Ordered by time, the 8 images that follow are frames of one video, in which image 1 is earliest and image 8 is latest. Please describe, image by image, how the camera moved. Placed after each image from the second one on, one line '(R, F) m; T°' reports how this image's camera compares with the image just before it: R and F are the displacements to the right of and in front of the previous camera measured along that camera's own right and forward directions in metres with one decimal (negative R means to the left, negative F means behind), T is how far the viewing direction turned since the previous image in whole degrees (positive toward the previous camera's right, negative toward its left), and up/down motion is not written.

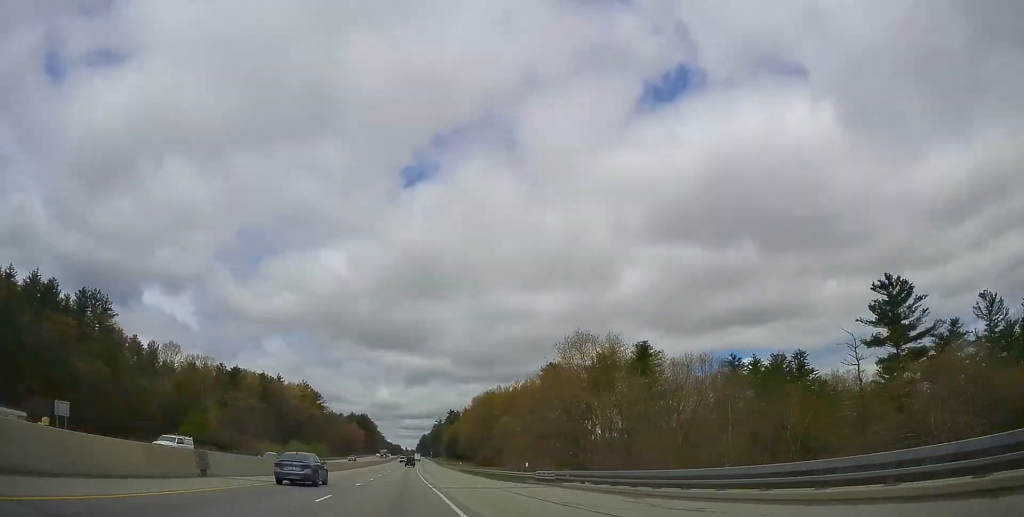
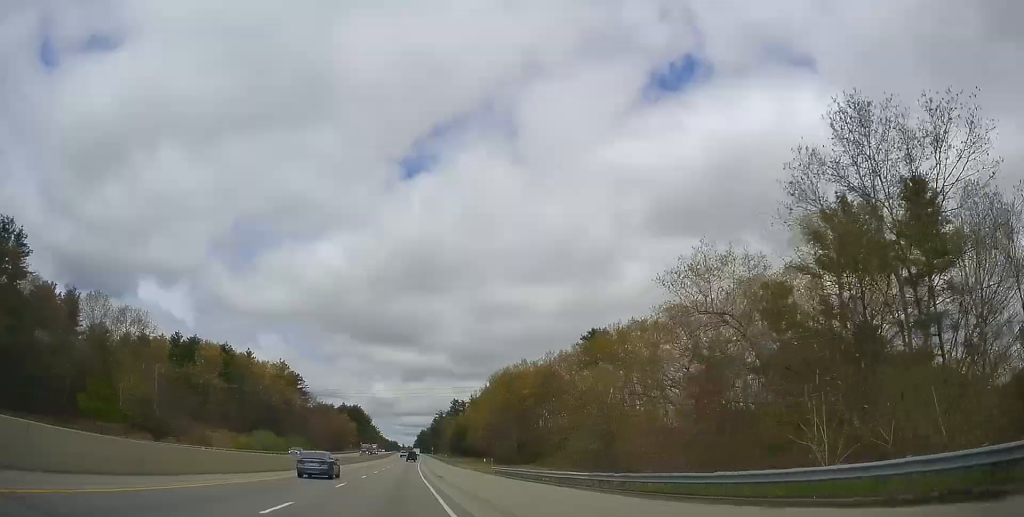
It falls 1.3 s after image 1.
(+0.1, +40.9) m; 0°
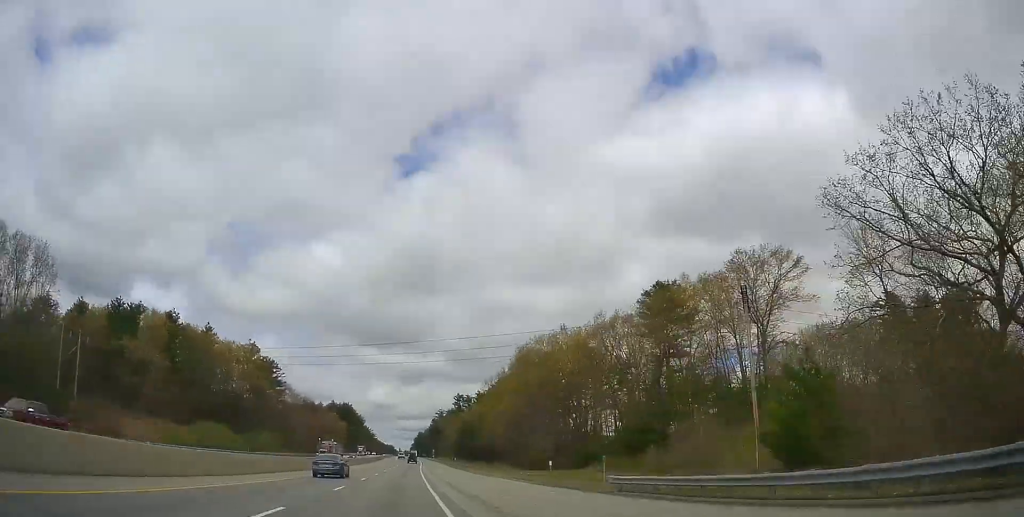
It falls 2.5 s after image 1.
(-0.3, +36.8) m; +1°
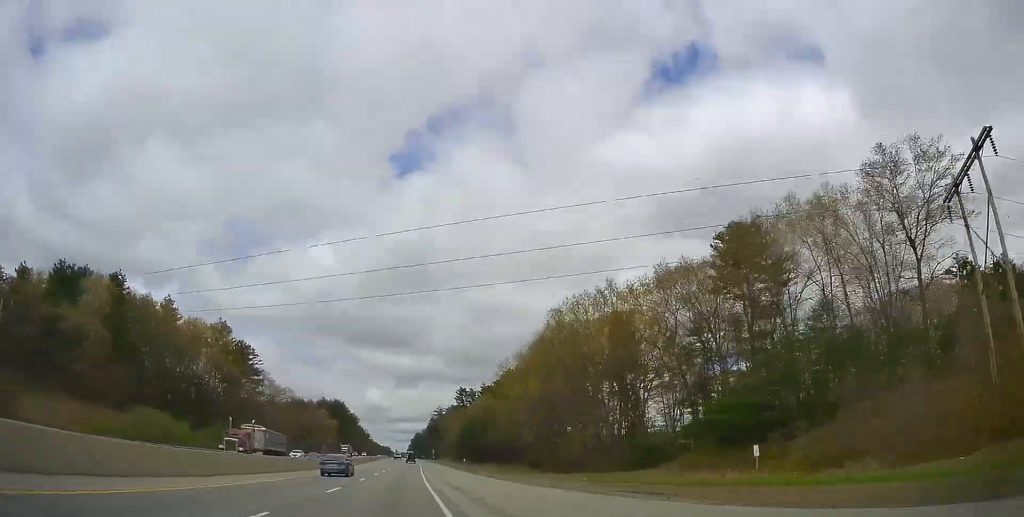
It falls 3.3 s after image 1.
(+0.8, +25.4) m; 0°
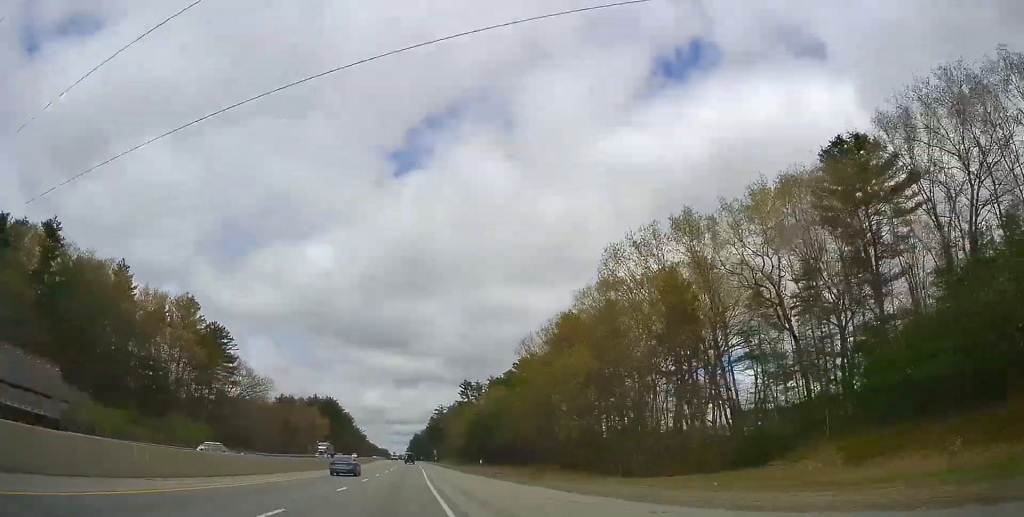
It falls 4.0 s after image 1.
(-0.3, +22.8) m; 0°
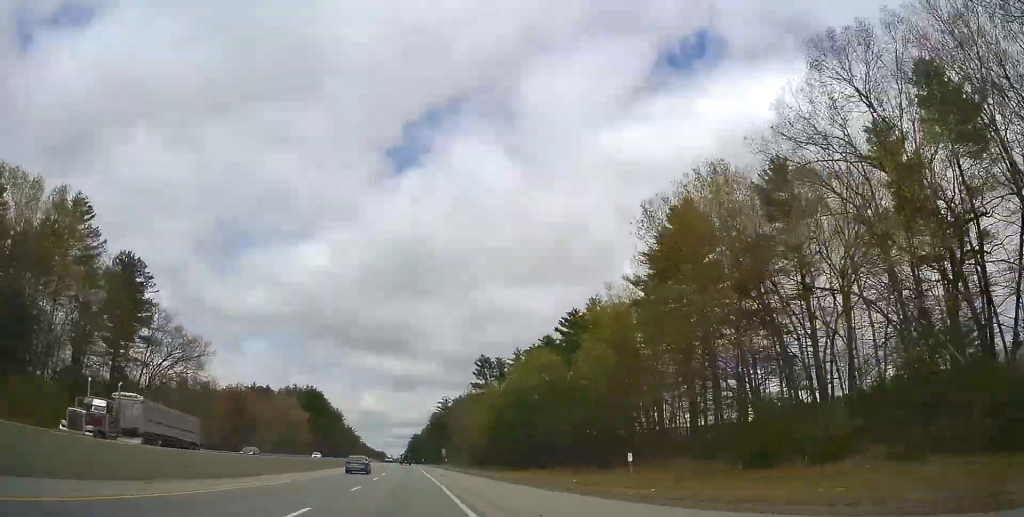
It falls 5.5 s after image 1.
(-0.1, +47.4) m; 0°
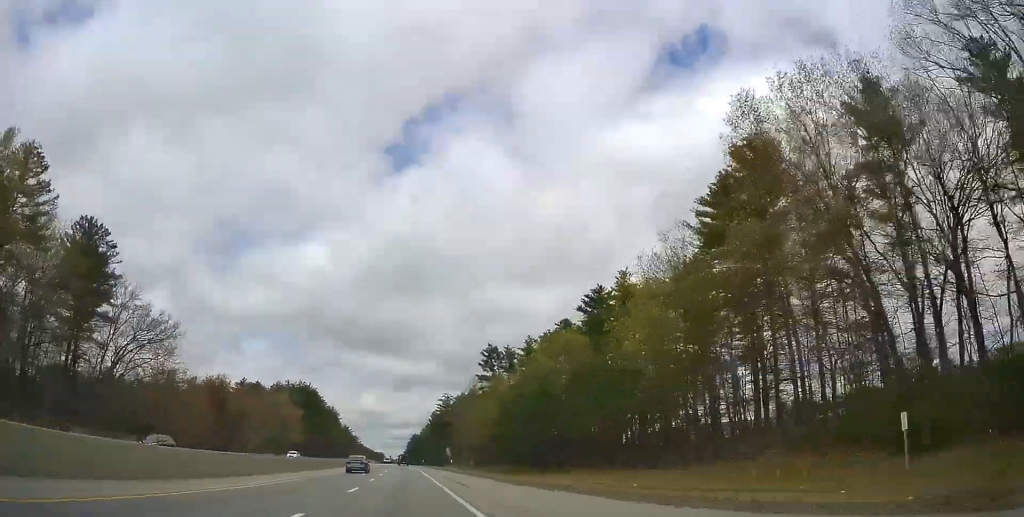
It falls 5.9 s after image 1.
(0.0, +13.8) m; 0°
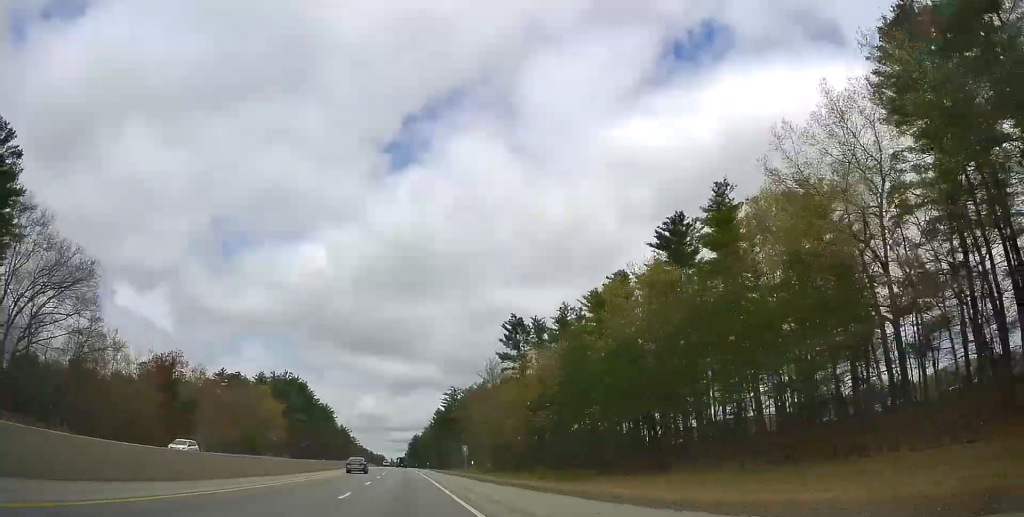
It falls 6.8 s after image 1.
(0.0, +27.1) m; 0°
